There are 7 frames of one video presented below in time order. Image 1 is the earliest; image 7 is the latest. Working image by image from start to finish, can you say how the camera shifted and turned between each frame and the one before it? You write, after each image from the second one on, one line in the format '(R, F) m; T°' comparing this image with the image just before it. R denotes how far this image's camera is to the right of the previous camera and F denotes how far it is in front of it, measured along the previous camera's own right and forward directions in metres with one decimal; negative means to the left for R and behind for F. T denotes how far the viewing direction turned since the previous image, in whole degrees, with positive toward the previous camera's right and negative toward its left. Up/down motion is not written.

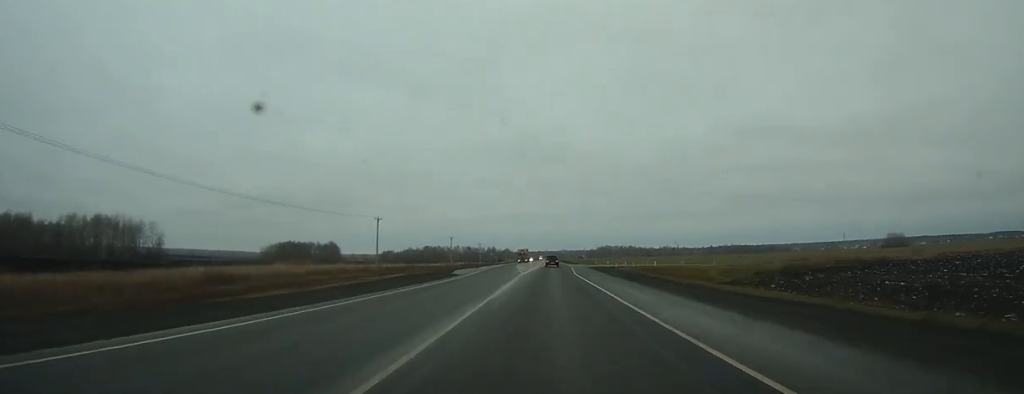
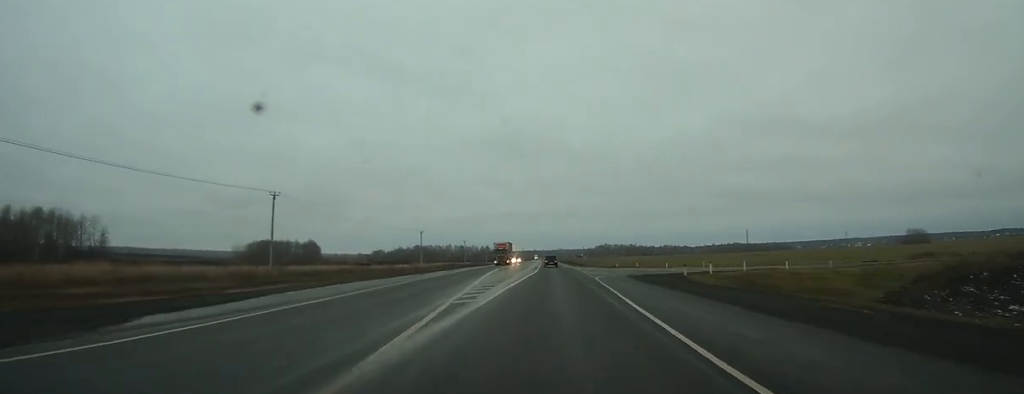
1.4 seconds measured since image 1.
(0.0, +39.0) m; 0°
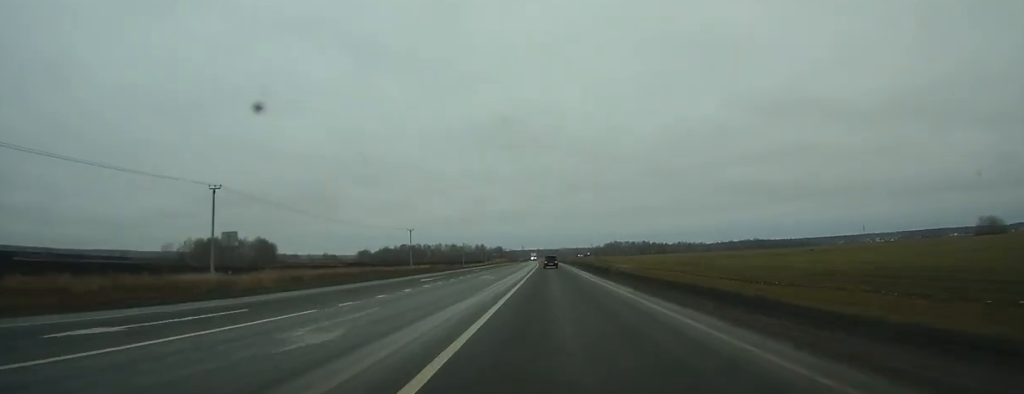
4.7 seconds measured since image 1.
(+0.3, +91.7) m; 0°
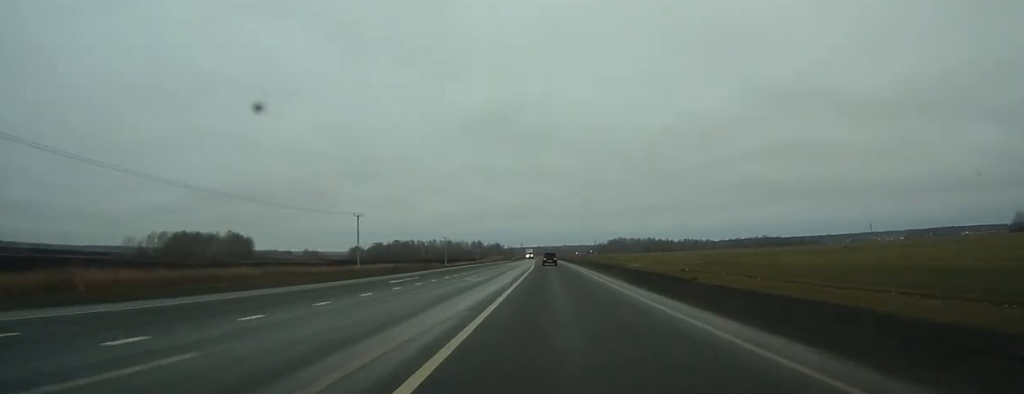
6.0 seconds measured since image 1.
(0.0, +37.8) m; 0°
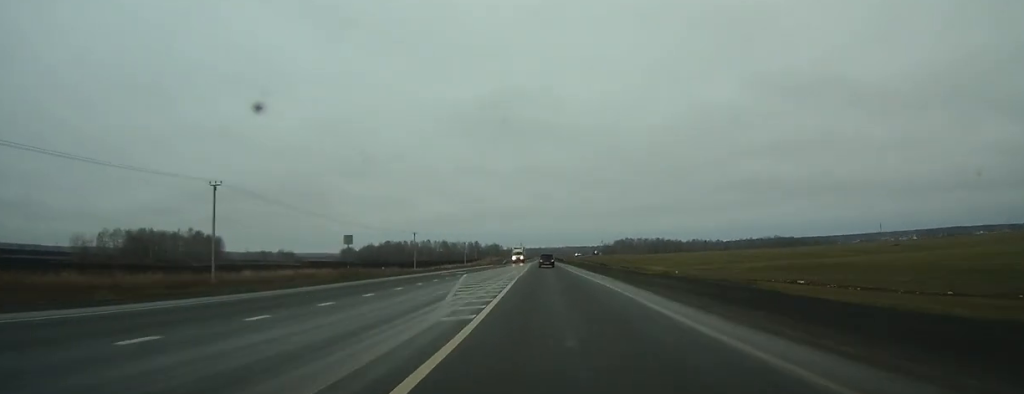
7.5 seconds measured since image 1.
(+0.1, +43.6) m; 0°
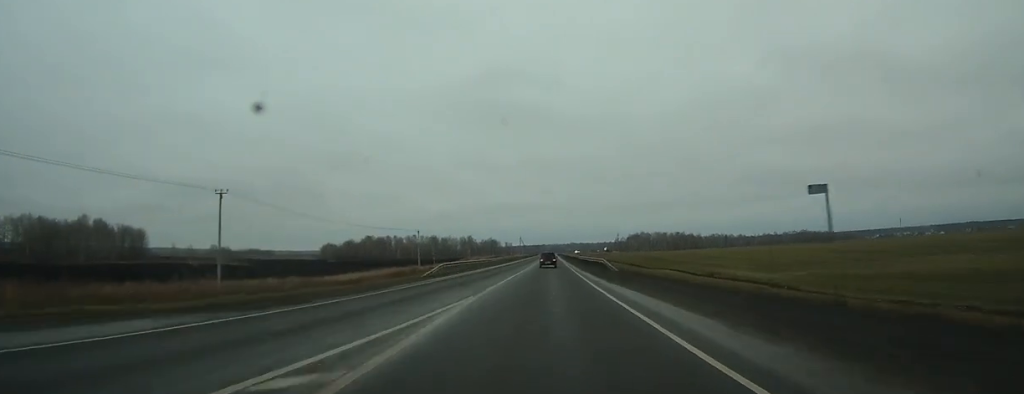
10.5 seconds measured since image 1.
(-0.3, +83.6) m; 0°
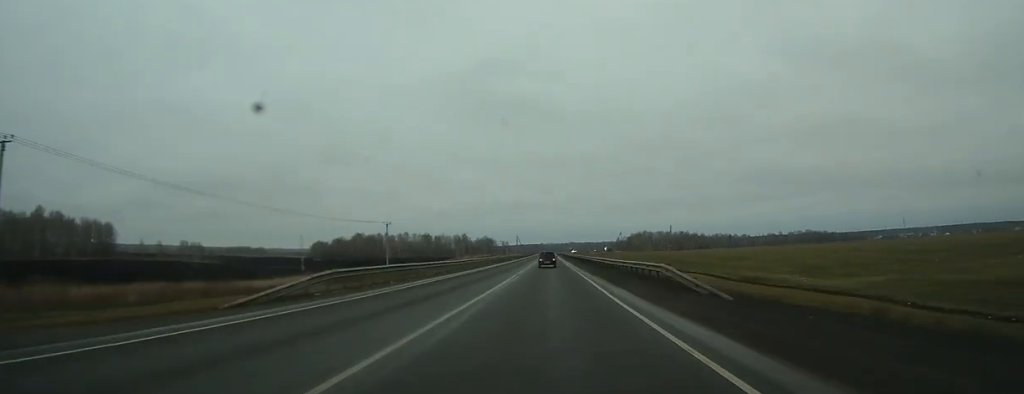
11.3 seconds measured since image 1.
(0.0, +24.7) m; 0°
